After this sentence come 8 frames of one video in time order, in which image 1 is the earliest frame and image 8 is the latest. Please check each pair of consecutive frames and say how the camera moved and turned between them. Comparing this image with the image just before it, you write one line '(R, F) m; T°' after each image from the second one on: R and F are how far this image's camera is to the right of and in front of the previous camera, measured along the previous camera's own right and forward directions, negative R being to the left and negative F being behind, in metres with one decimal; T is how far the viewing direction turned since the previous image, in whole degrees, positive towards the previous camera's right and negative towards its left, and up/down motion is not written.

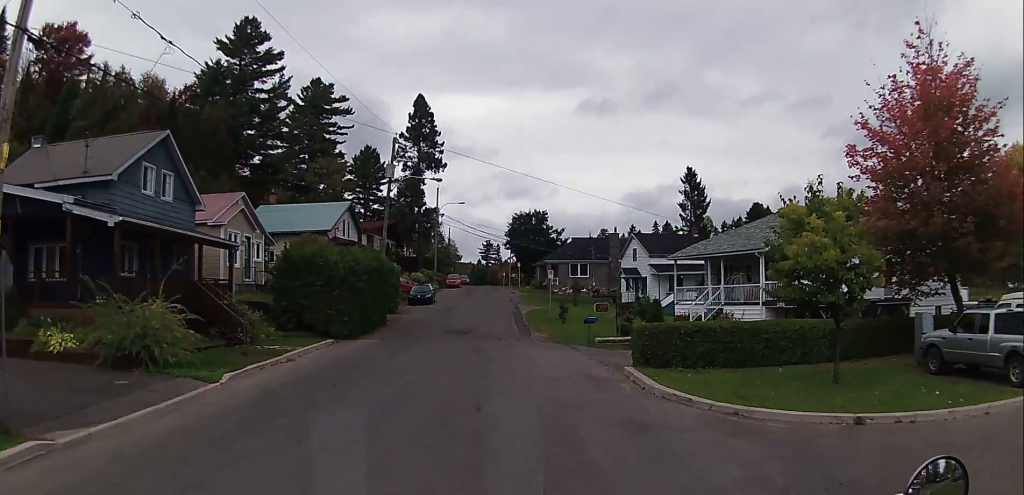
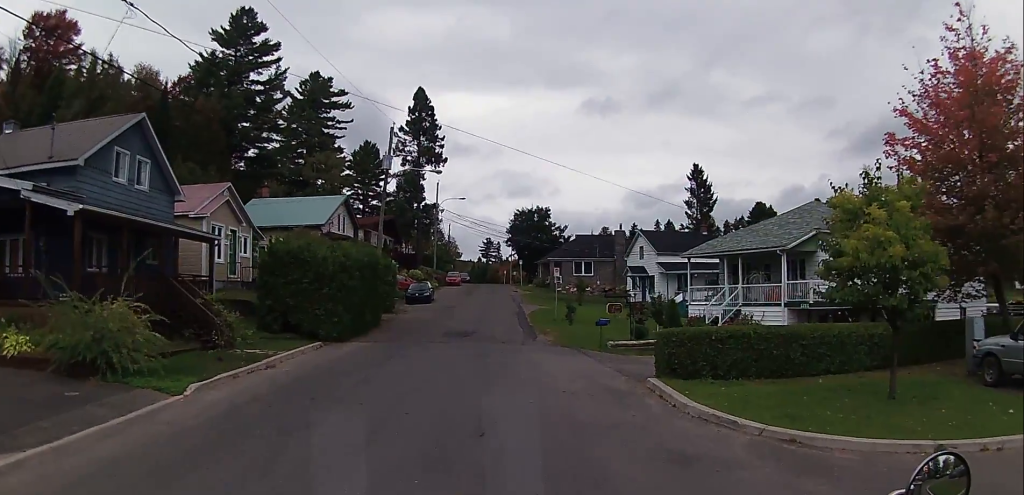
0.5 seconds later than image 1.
(0.0, +2.0) m; +2°
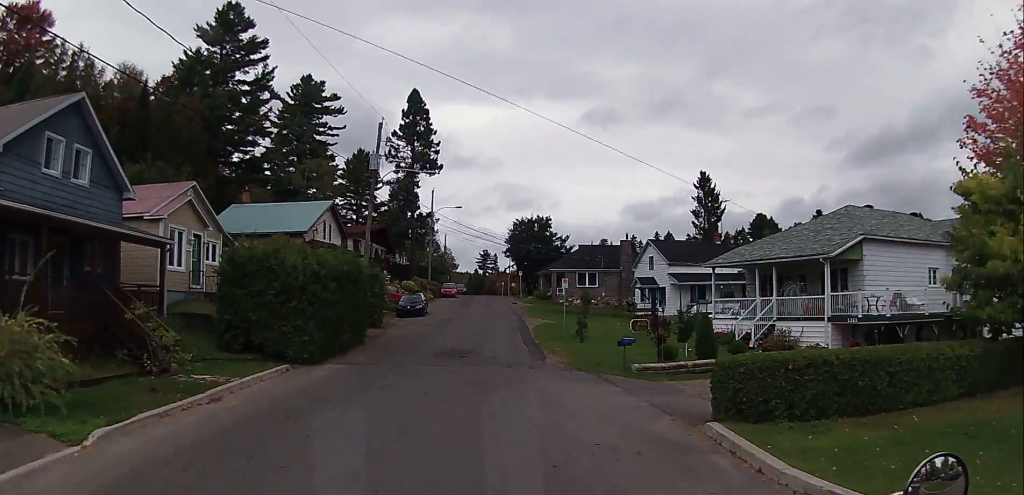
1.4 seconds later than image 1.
(+0.1, +4.0) m; 0°
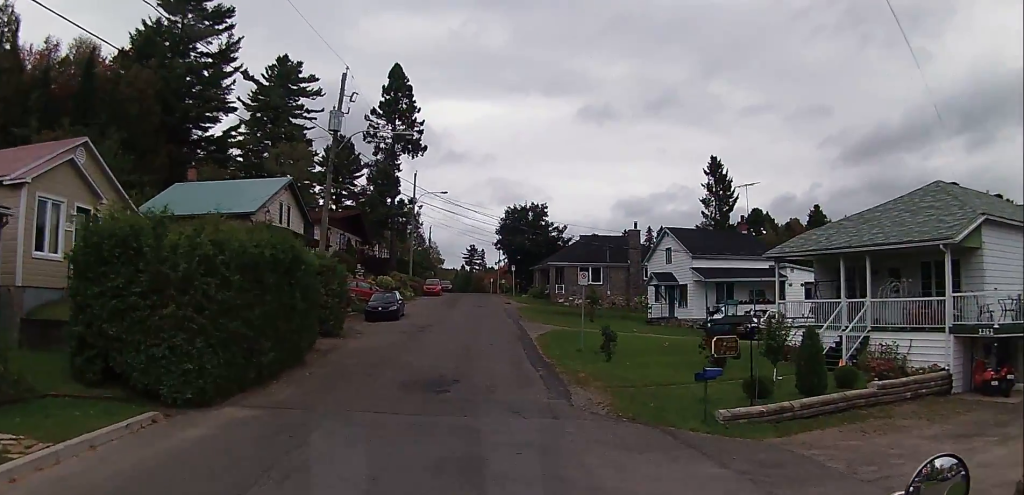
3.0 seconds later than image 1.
(-0.3, +7.5) m; -1°
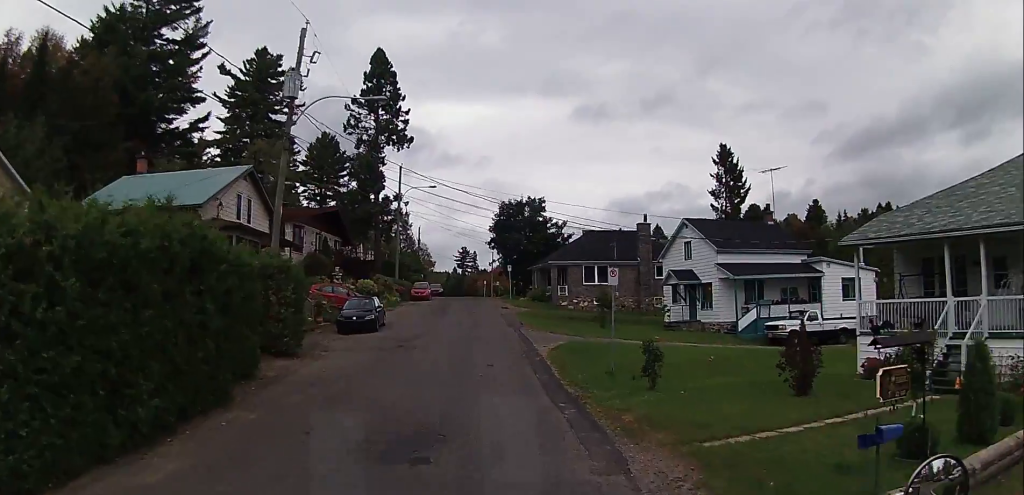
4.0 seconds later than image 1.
(+0.2, +5.4) m; -1°
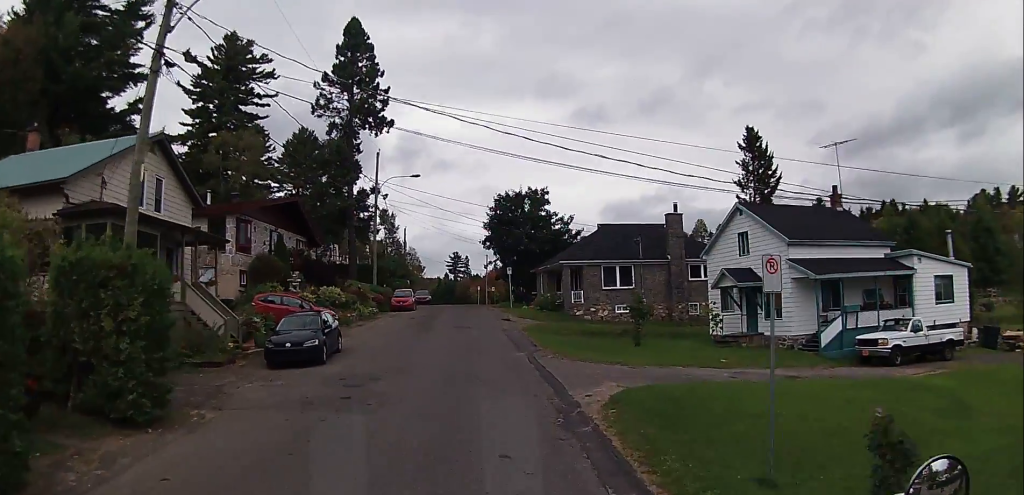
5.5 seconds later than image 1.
(-0.4, +9.7) m; 0°
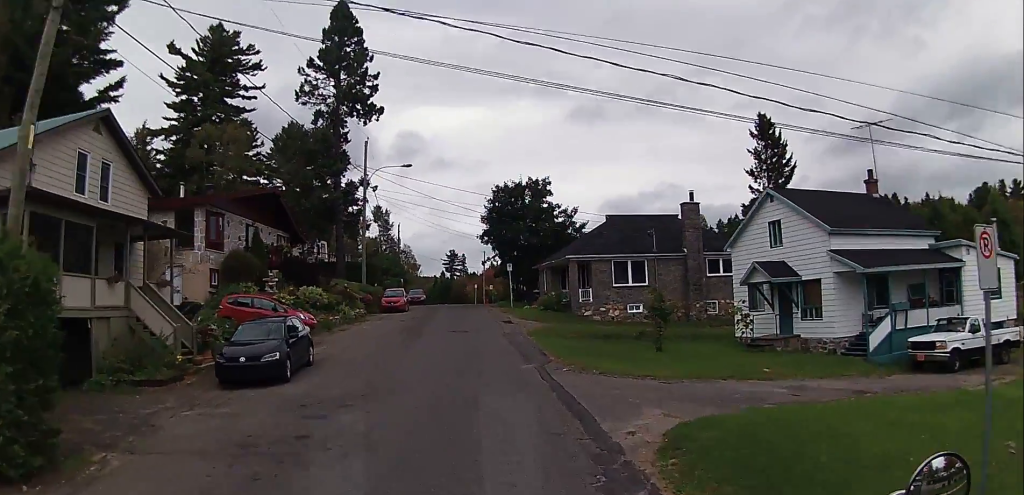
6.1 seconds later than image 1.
(0.0, +3.8) m; +1°
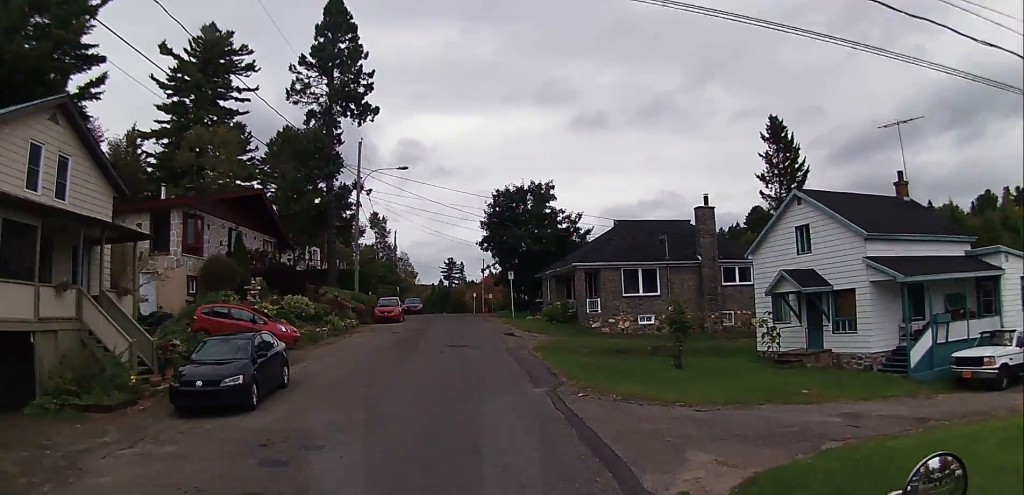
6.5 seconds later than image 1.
(0.0, +2.6) m; 0°
